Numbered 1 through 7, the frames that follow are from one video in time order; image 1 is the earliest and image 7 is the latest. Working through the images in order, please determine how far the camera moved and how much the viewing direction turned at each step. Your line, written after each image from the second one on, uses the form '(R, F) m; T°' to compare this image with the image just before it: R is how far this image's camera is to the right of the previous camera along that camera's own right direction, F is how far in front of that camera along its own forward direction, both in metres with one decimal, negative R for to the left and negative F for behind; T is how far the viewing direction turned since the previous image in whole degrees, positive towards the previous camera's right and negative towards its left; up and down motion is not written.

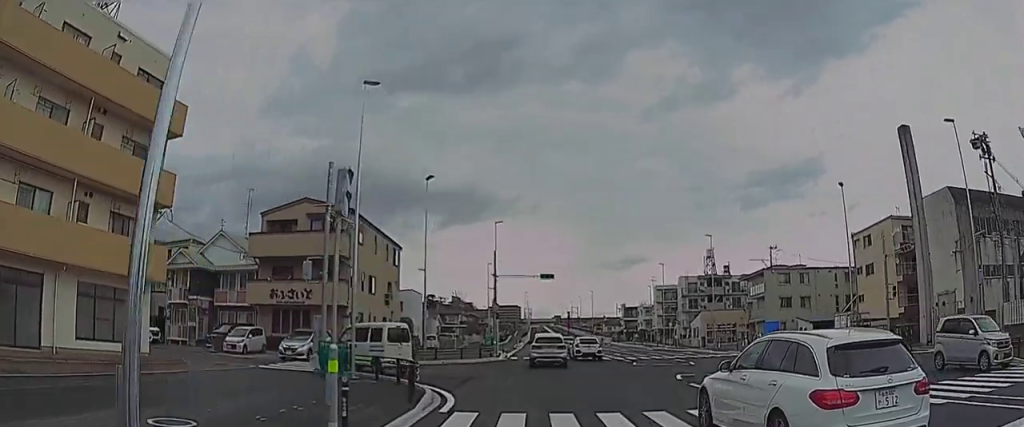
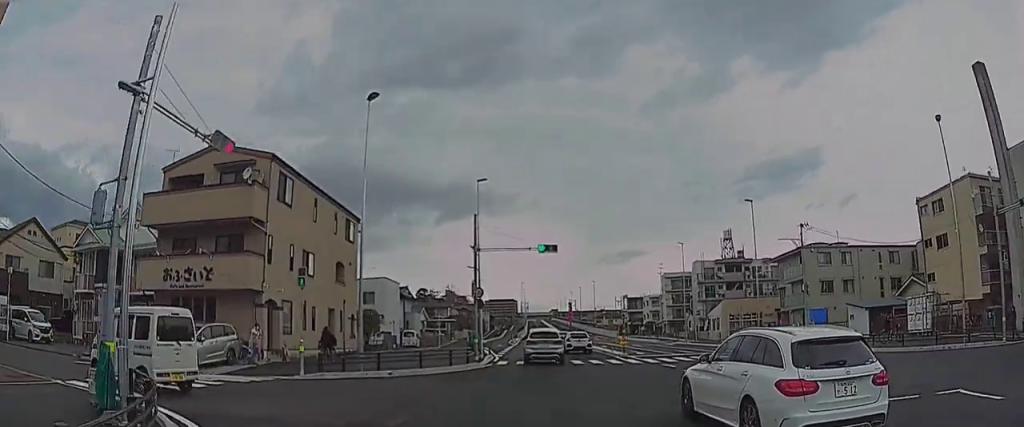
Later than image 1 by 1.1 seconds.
(-0.4, +12.8) m; -4°
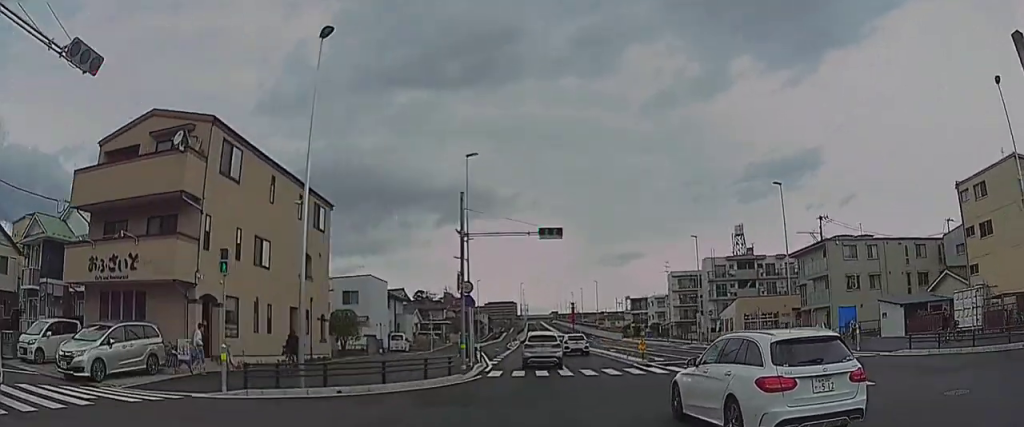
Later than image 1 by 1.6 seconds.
(-0.6, +5.9) m; 0°
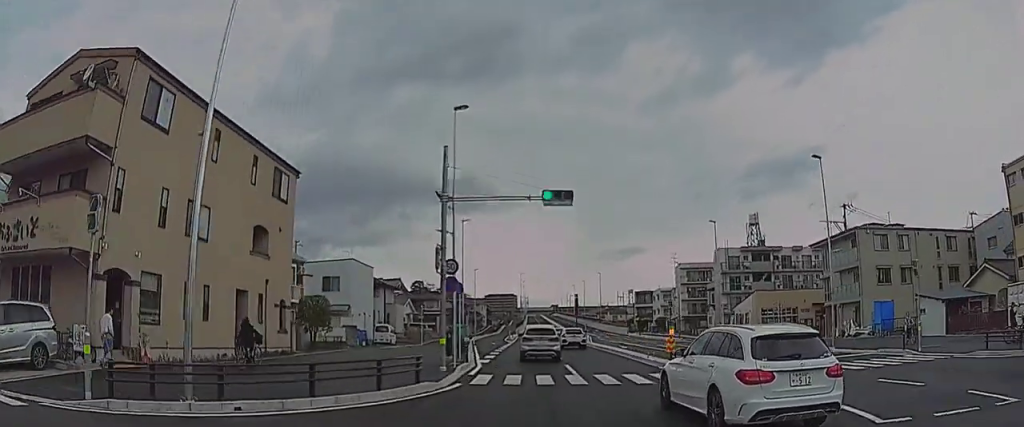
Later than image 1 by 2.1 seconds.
(+0.2, +5.8) m; +2°
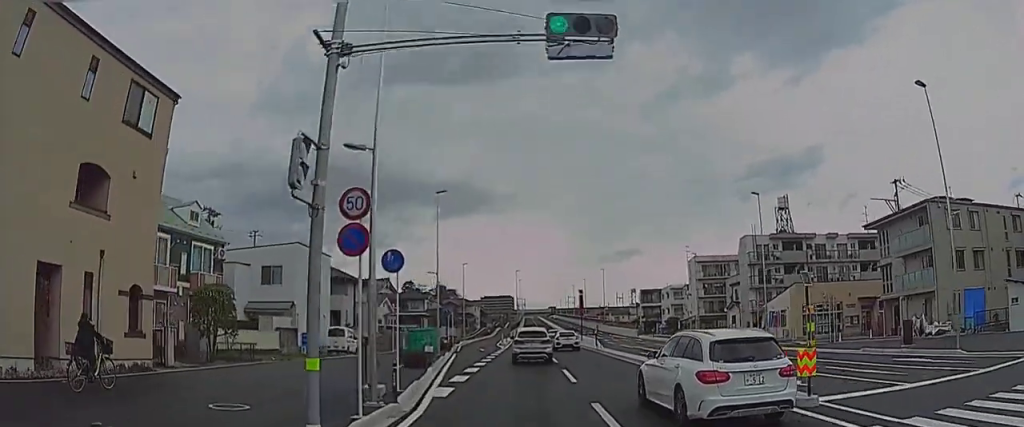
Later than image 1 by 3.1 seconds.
(+0.9, +11.9) m; +3°
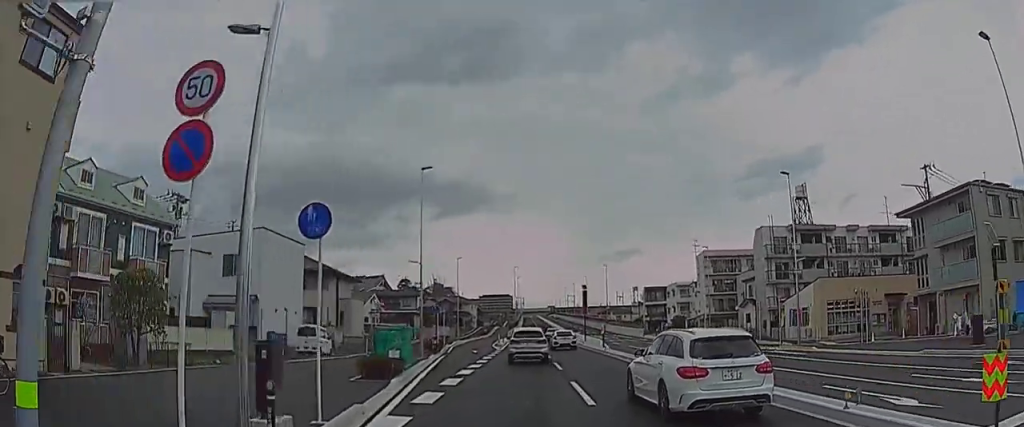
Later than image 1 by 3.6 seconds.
(-0.1, +5.5) m; 0°
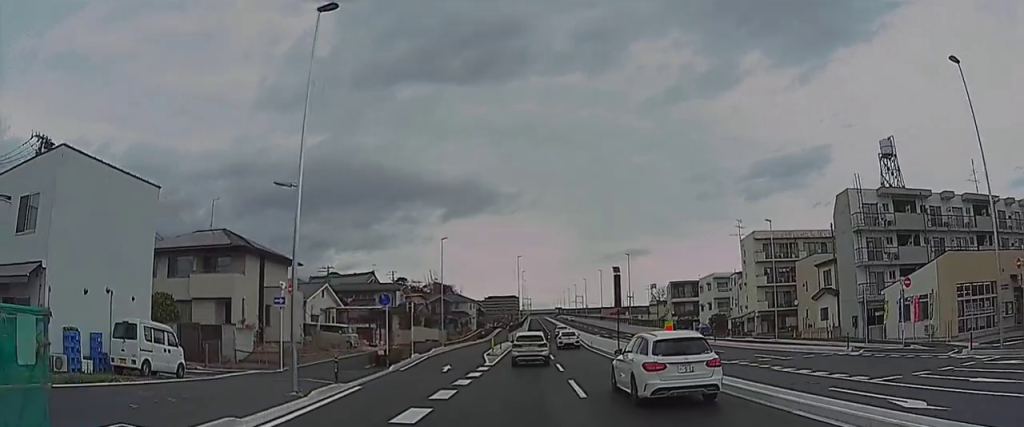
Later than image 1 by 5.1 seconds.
(-1.0, +19.0) m; -6°
